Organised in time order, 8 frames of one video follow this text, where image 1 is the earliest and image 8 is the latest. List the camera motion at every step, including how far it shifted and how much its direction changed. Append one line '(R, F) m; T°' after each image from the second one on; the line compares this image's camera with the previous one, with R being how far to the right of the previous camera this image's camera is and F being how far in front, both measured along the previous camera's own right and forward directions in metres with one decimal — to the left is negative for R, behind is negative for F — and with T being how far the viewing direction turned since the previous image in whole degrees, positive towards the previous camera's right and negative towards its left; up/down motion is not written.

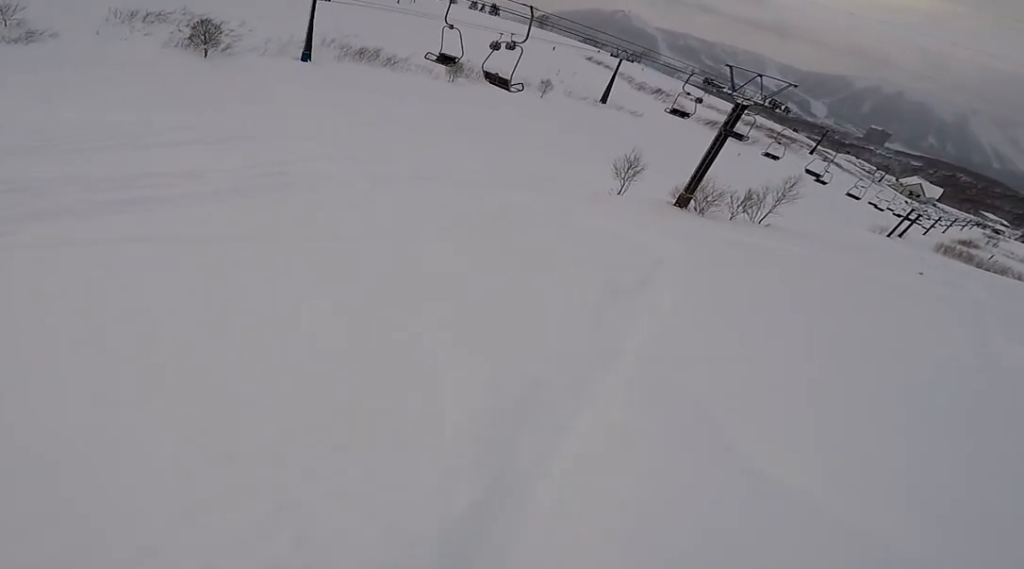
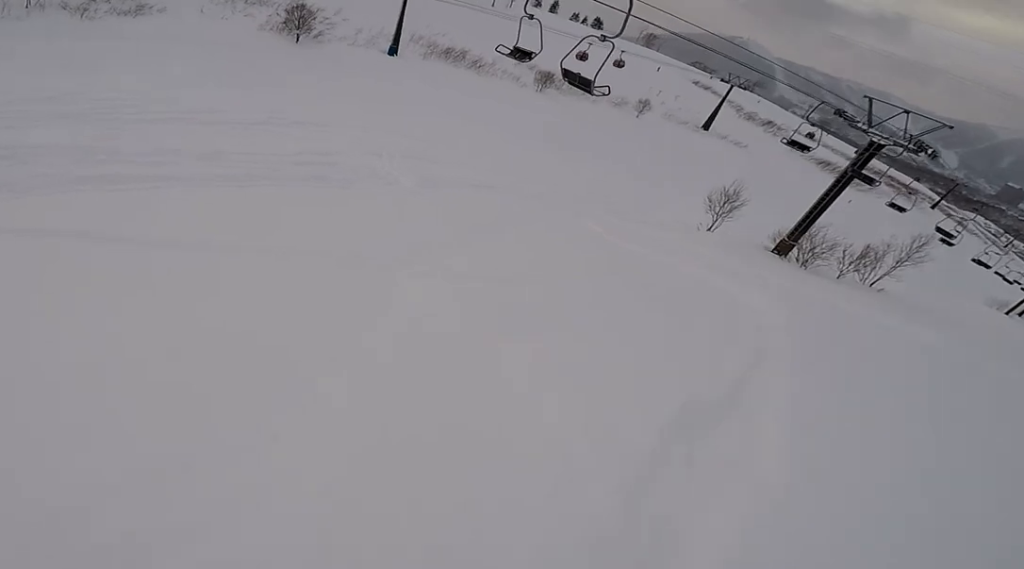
(0.0, +2.6) m; -13°
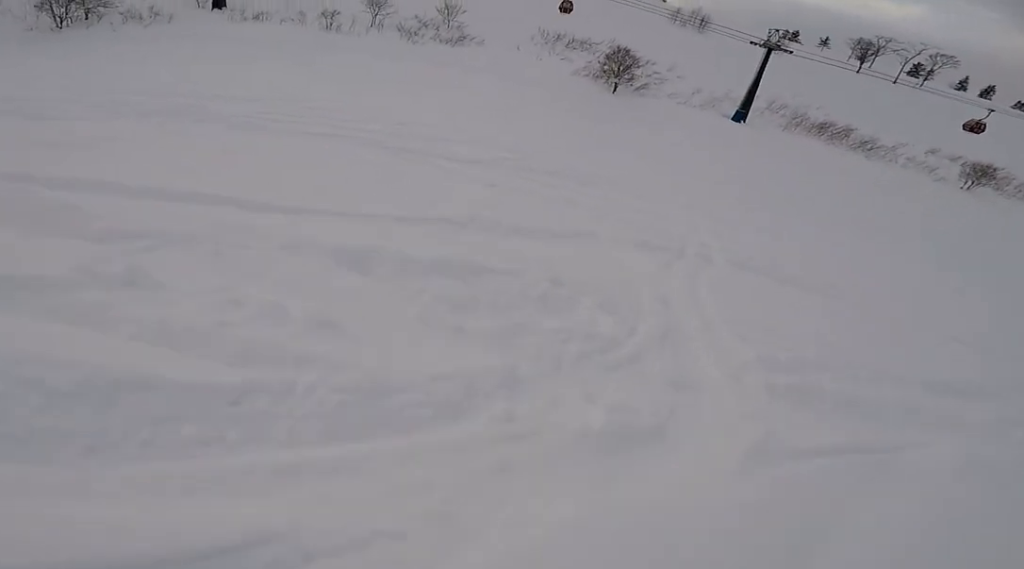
(-3.4, +11.4) m; -27°
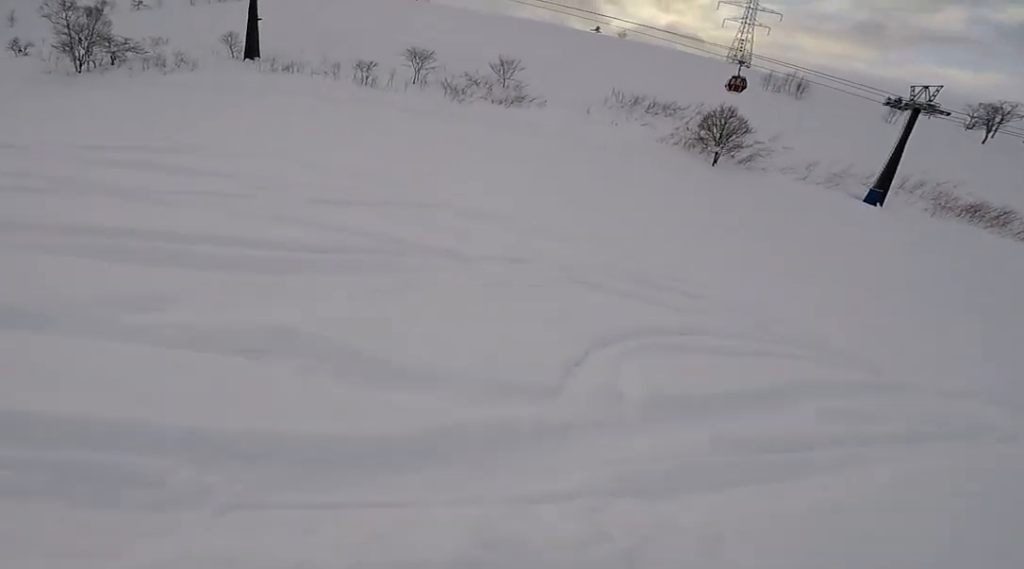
(-1.9, +11.3) m; -9°
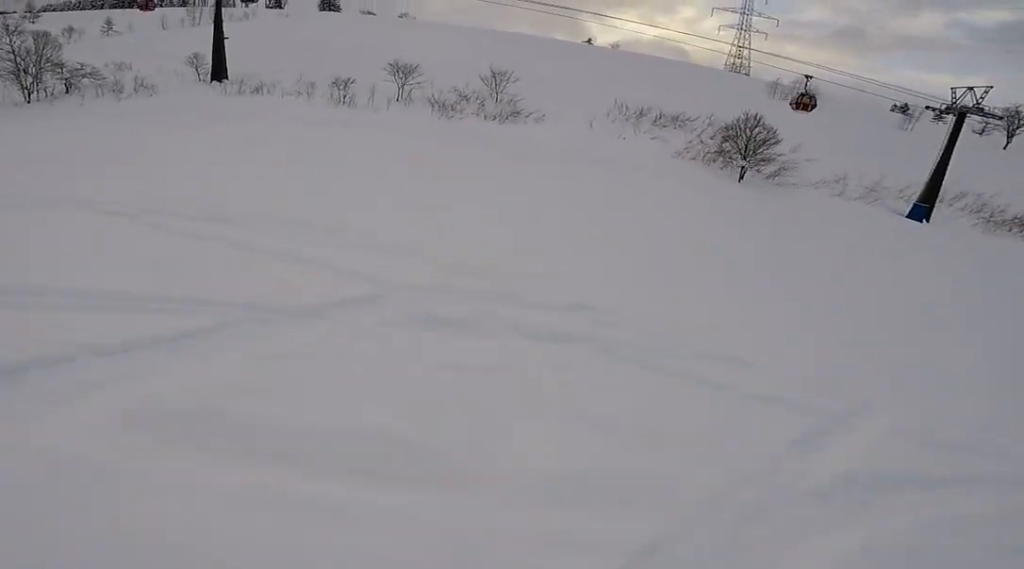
(-0.1, +5.6) m; +9°
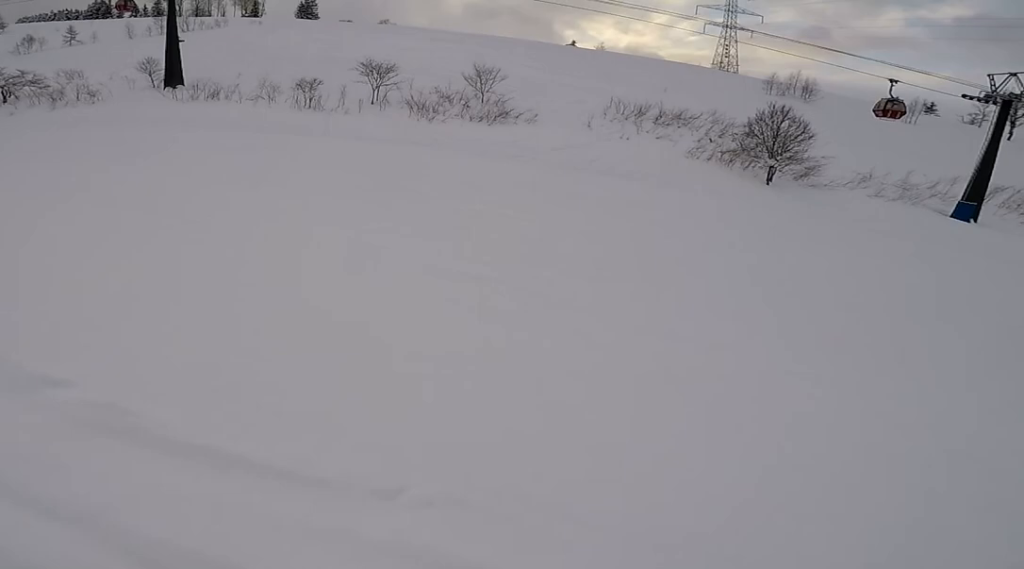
(+1.2, +6.4) m; +9°
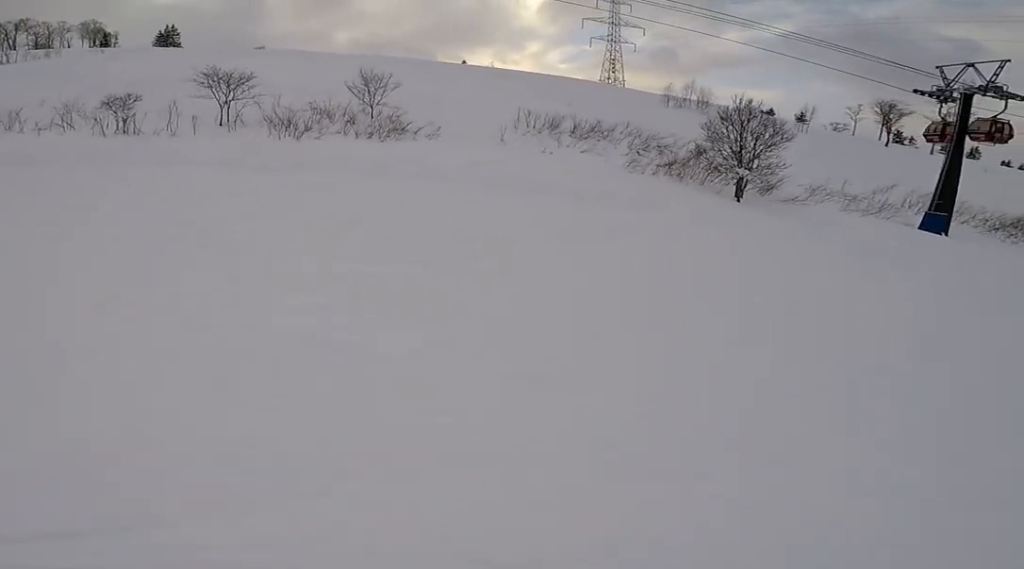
(+0.2, +9.4) m; +5°
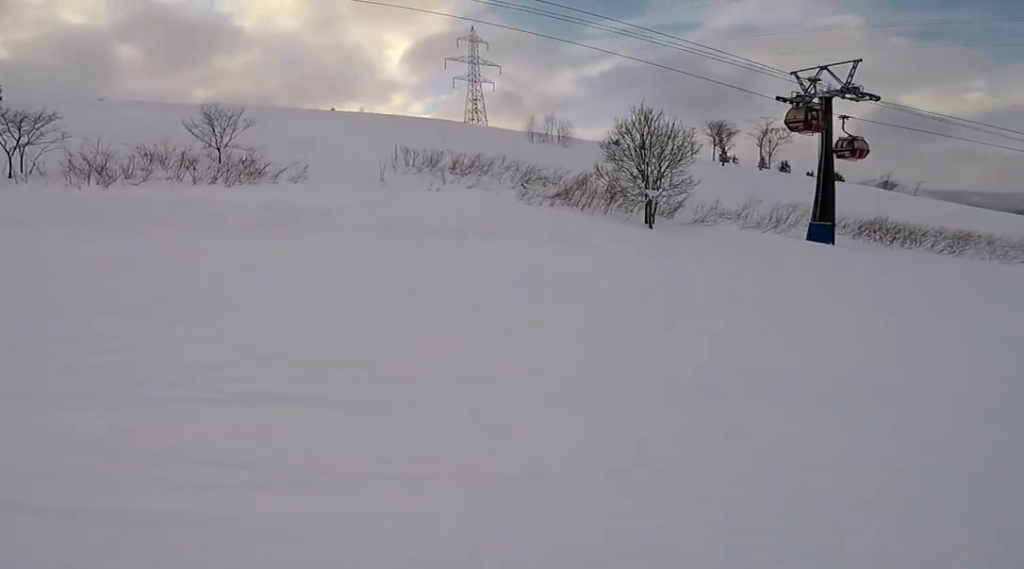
(-0.3, +4.7) m; +11°
